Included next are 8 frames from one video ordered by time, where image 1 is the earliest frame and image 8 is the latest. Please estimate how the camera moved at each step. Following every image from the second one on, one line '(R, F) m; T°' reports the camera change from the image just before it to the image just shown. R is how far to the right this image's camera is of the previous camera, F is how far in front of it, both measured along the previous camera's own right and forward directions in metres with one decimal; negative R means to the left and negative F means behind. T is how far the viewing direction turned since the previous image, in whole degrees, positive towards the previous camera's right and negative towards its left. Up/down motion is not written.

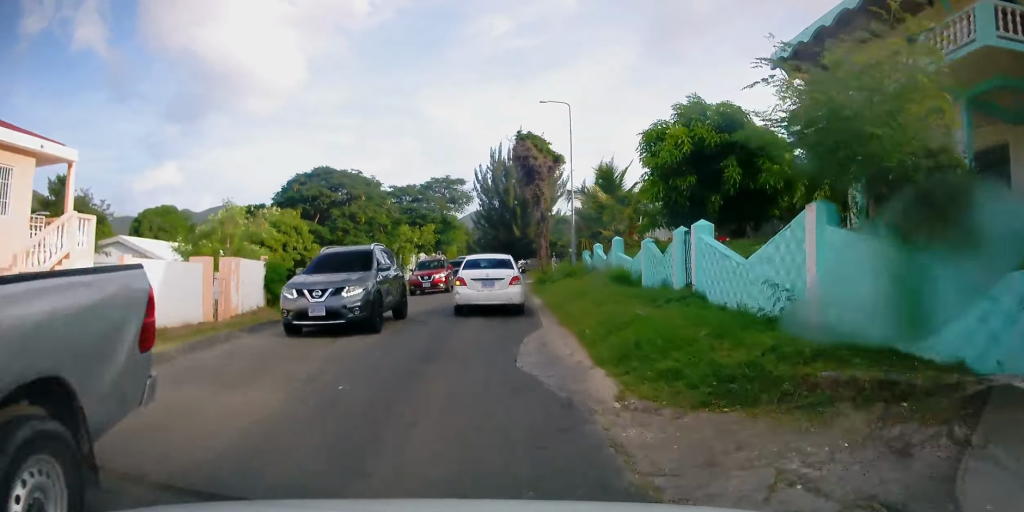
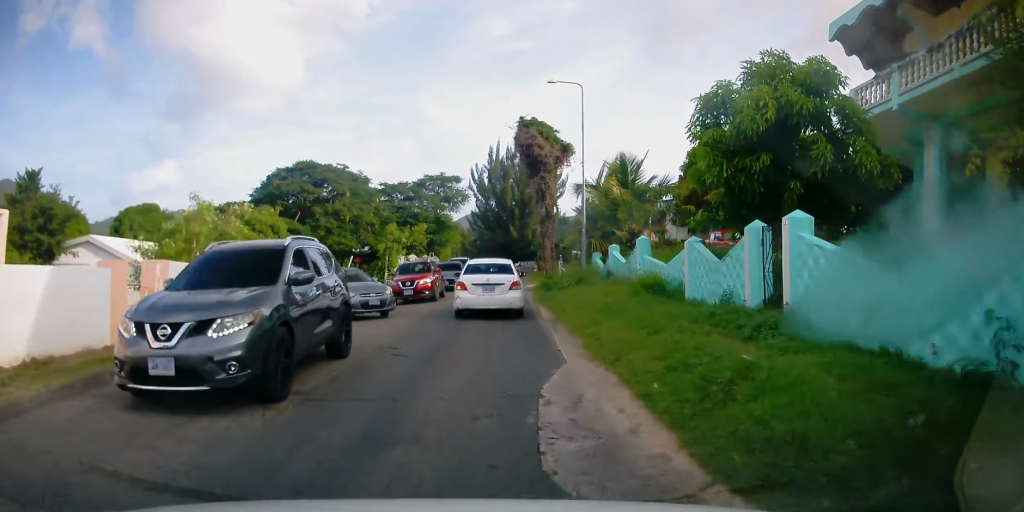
(+0.2, +3.7) m; +2°
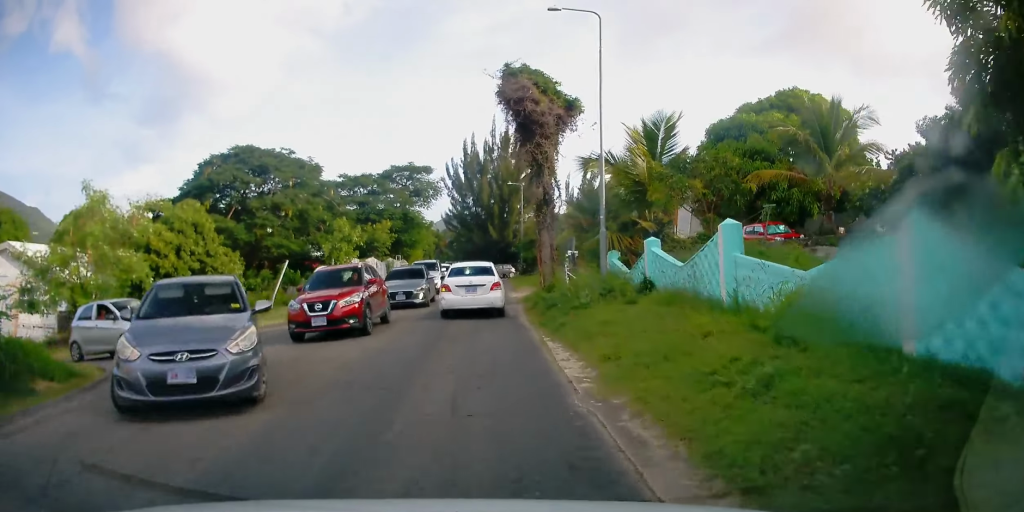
(+0.1, +7.5) m; +1°
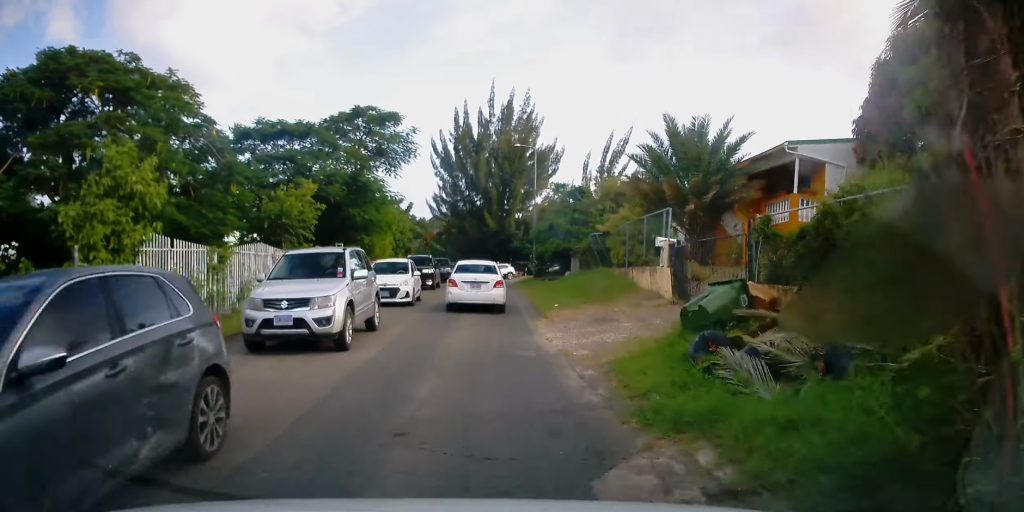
(0.0, +16.5) m; 0°
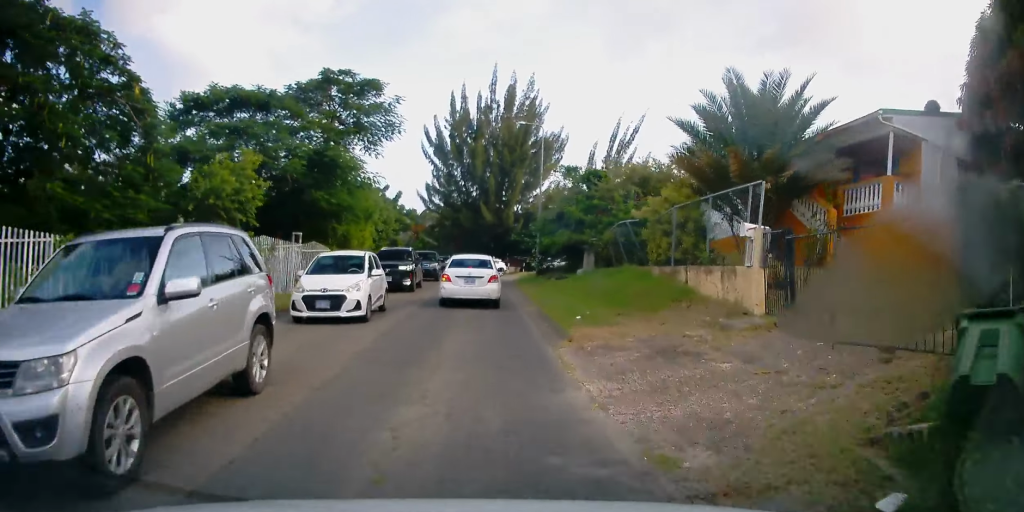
(0.0, +5.2) m; 0°
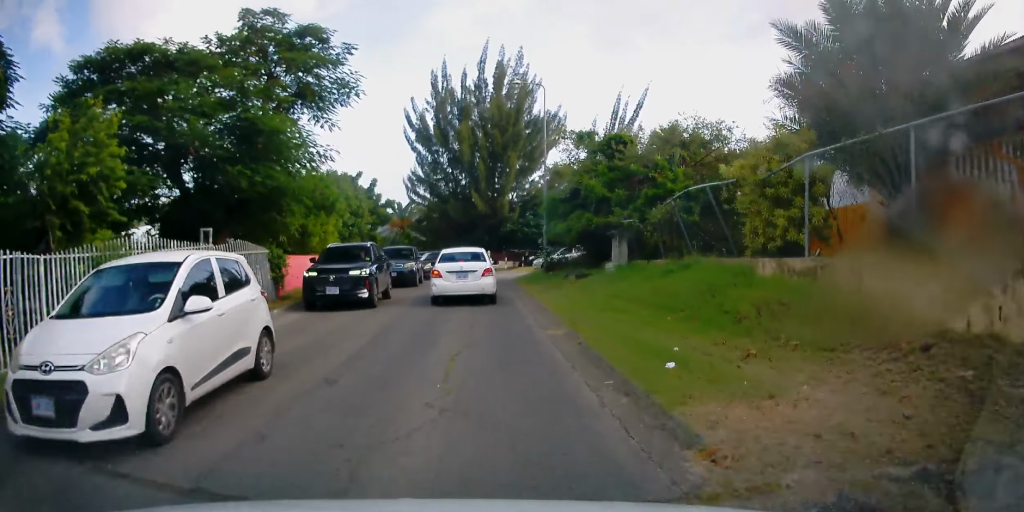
(0.0, +6.4) m; 0°
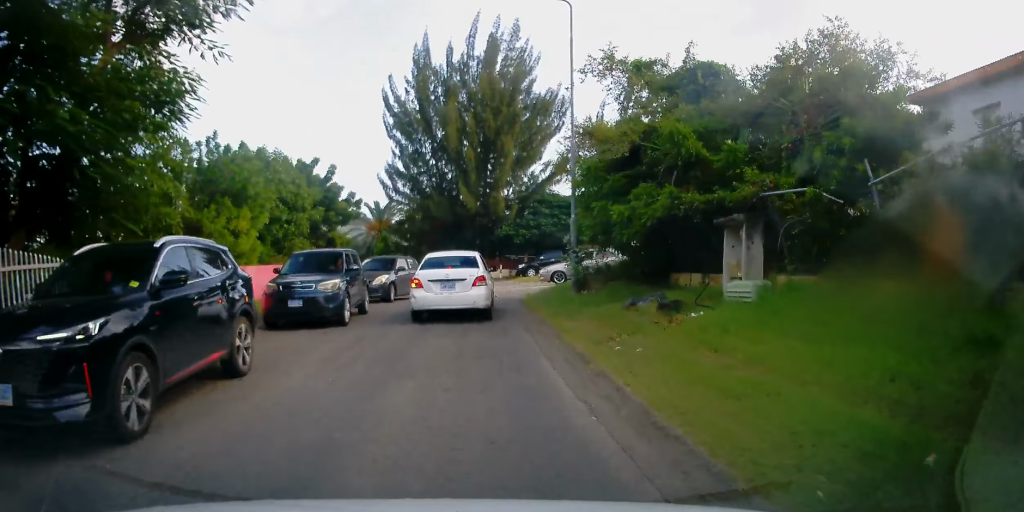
(0.0, +9.2) m; 0°
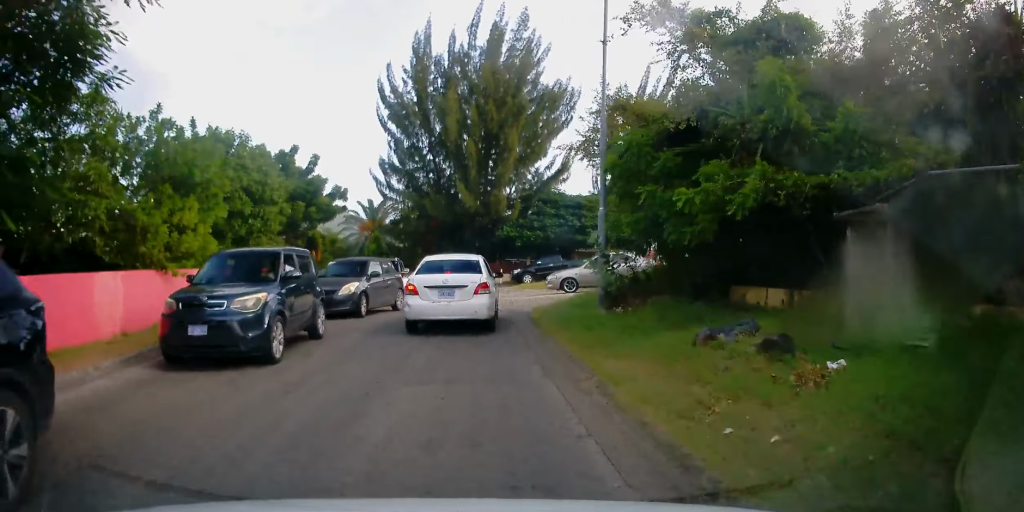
(0.0, +3.5) m; 0°
